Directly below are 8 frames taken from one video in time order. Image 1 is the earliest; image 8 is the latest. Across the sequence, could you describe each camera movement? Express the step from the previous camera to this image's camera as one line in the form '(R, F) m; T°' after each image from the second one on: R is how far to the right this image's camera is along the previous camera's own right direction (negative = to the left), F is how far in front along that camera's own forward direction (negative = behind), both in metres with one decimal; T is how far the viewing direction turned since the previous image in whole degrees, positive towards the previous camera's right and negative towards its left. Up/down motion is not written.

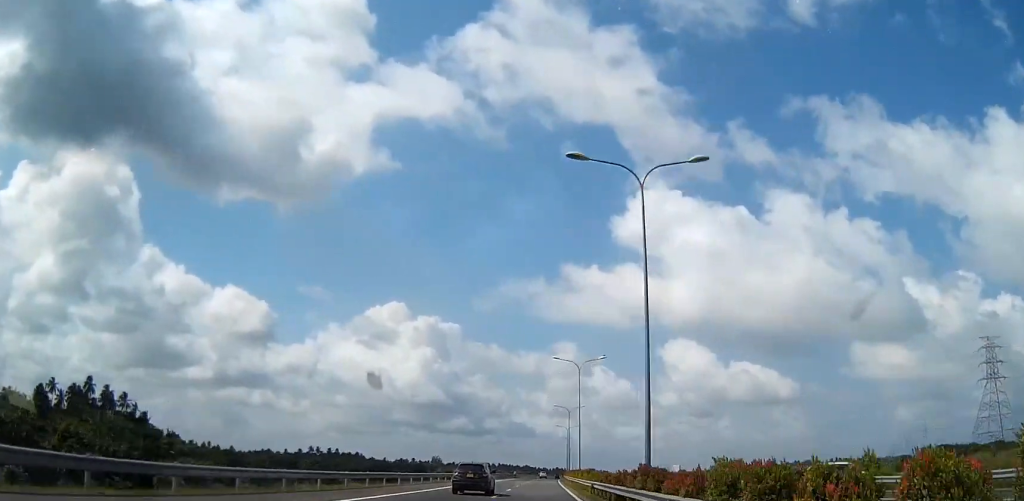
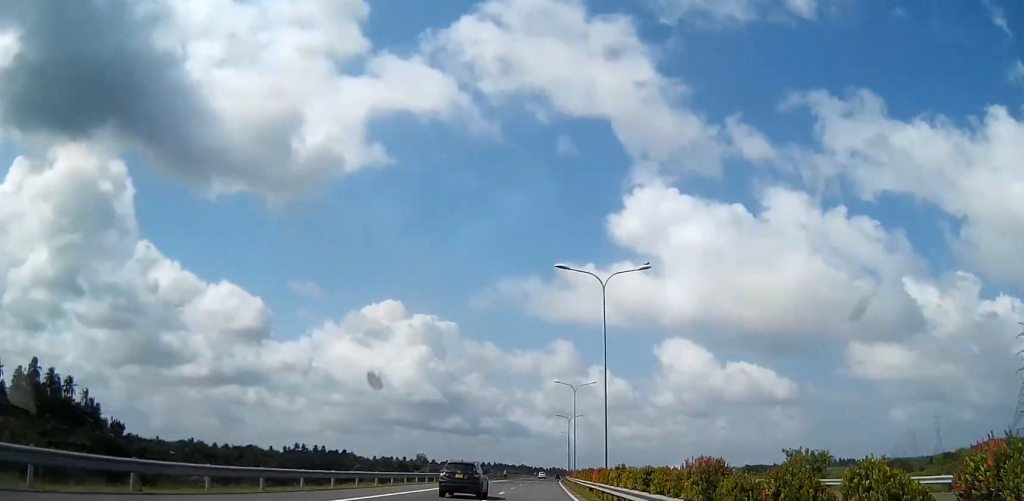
(+0.3, +29.7) m; +1°
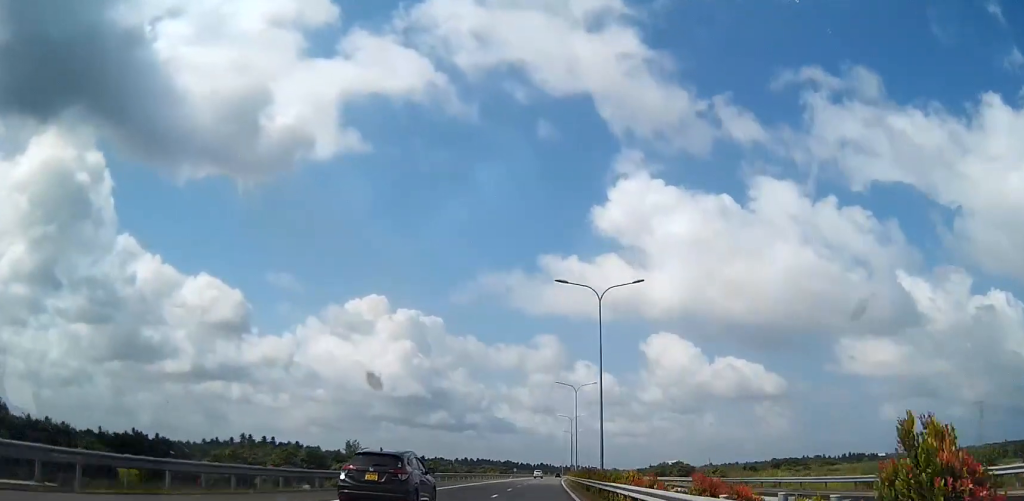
(+0.7, +88.7) m; +1°
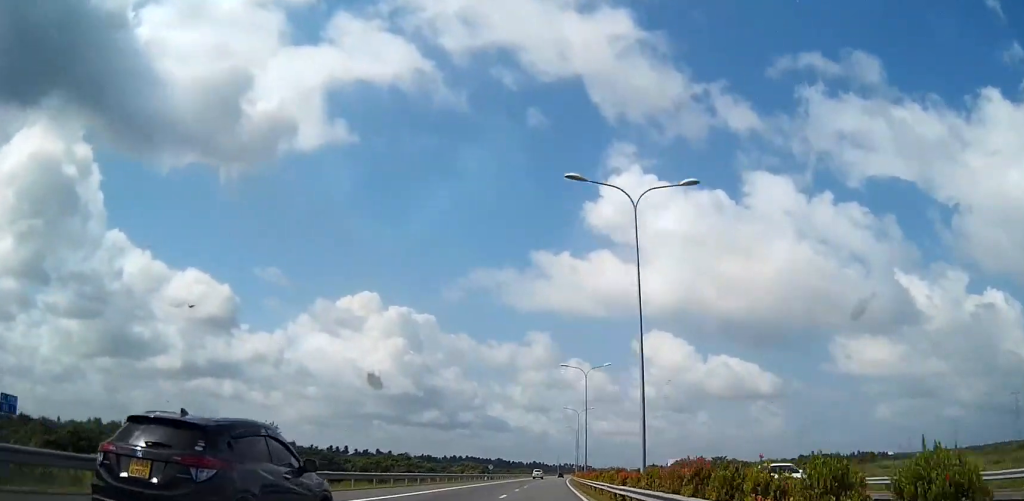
(0.0, +59.4) m; +1°
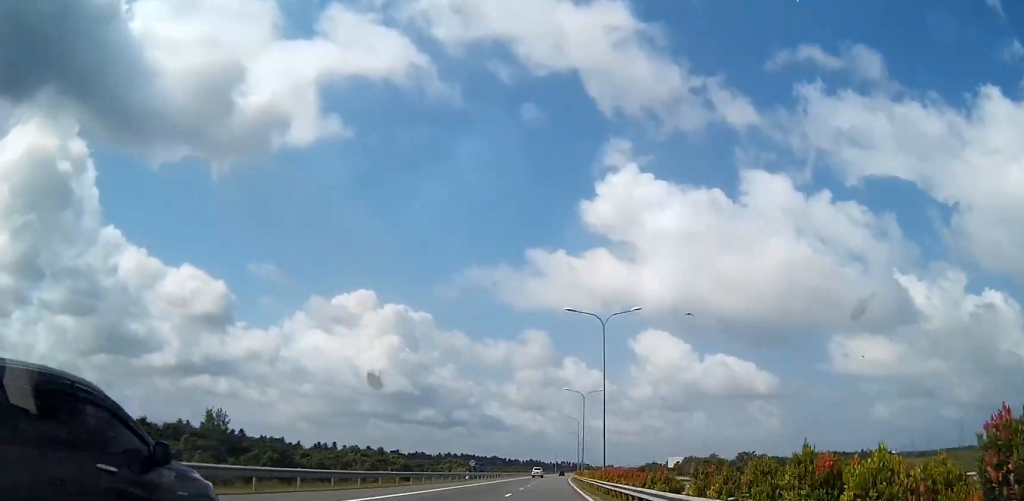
(+0.2, +23.7) m; 0°
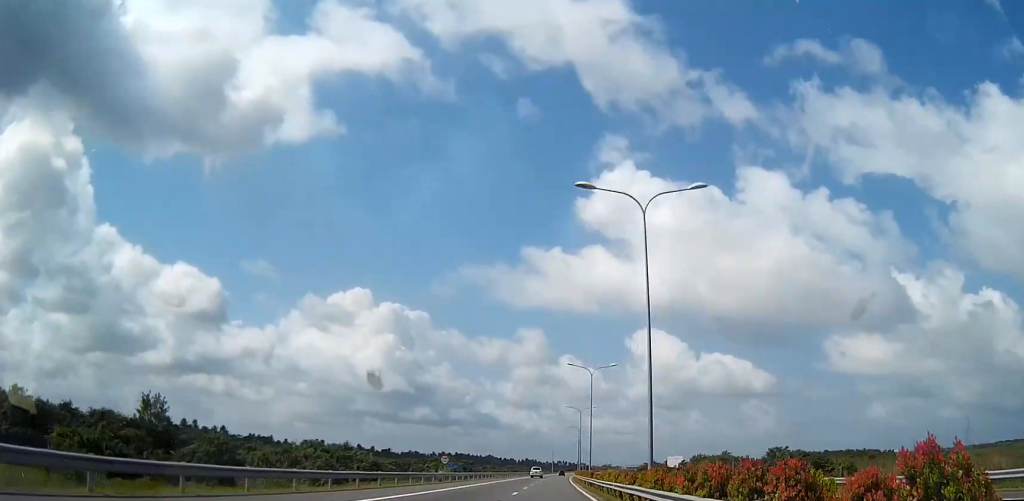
(+0.1, +20.9) m; 0°
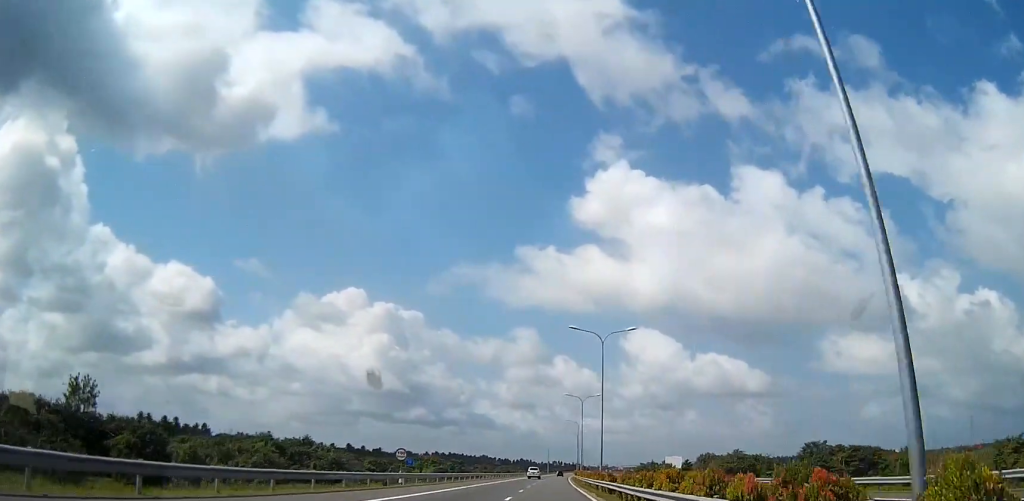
(0.0, +18.2) m; 0°
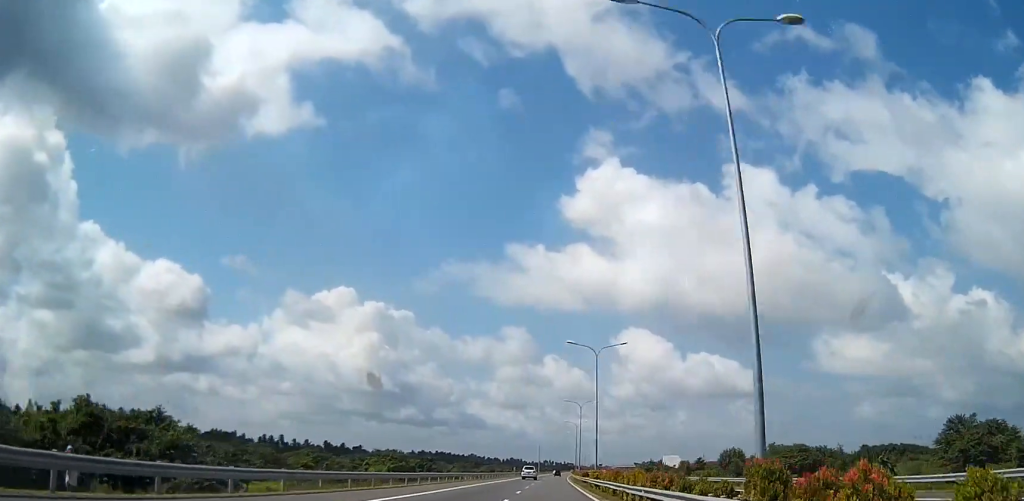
(0.0, +39.3) m; +1°
